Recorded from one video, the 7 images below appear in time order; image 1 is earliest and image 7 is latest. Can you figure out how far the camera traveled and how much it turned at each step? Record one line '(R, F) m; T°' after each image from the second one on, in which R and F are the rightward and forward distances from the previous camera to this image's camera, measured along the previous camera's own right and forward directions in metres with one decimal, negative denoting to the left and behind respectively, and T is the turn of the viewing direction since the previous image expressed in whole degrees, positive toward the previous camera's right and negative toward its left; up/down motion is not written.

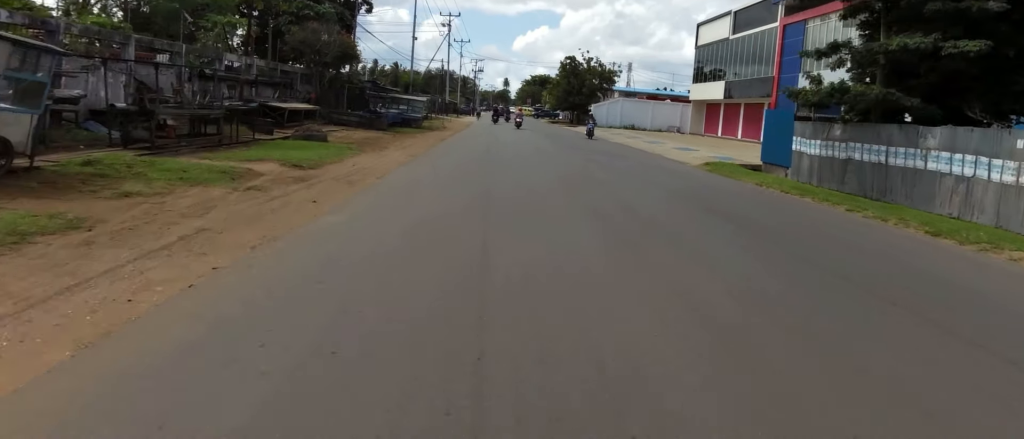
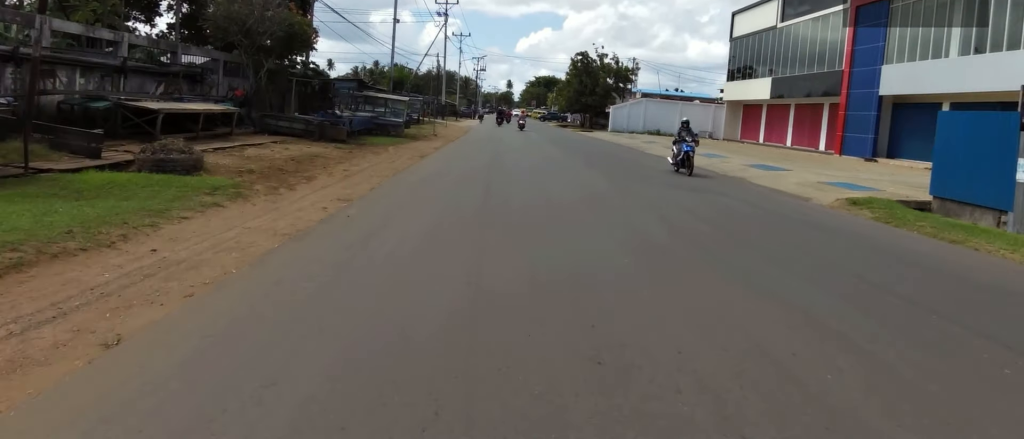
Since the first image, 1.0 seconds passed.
(+0.1, +8.6) m; -2°
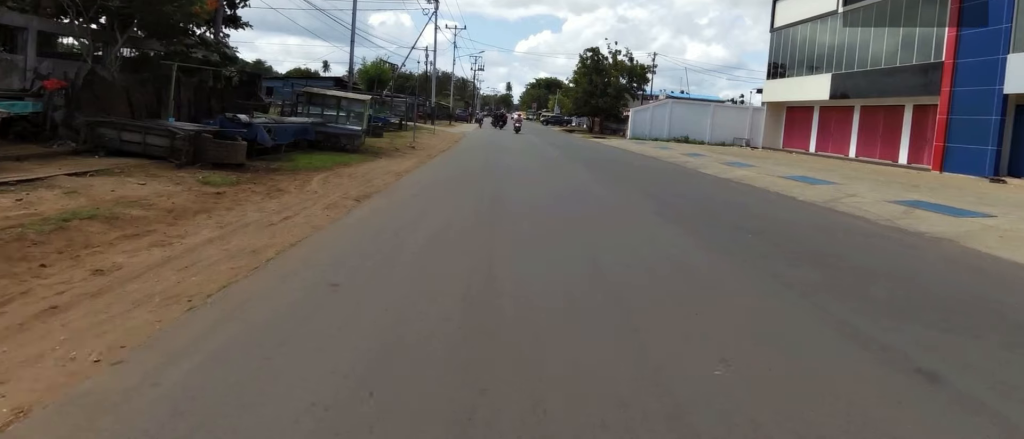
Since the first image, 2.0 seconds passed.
(-0.4, +8.1) m; -1°
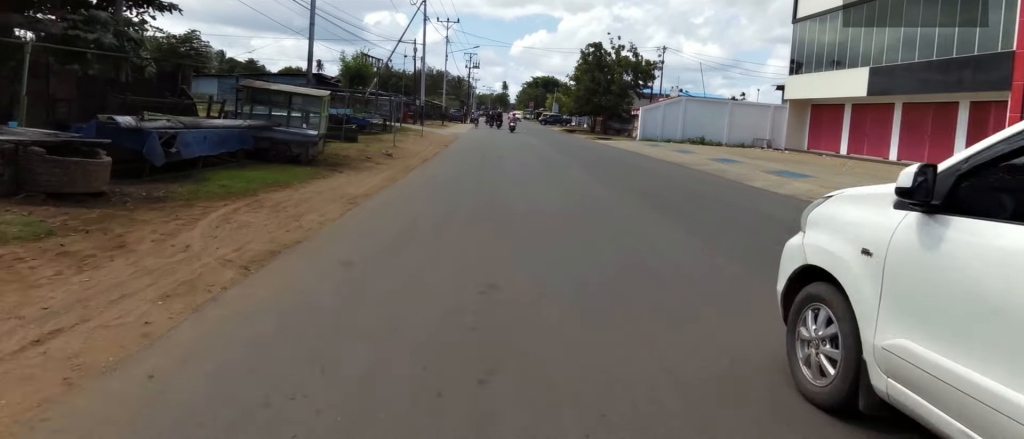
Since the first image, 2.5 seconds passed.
(+0.1, +4.4) m; 0°
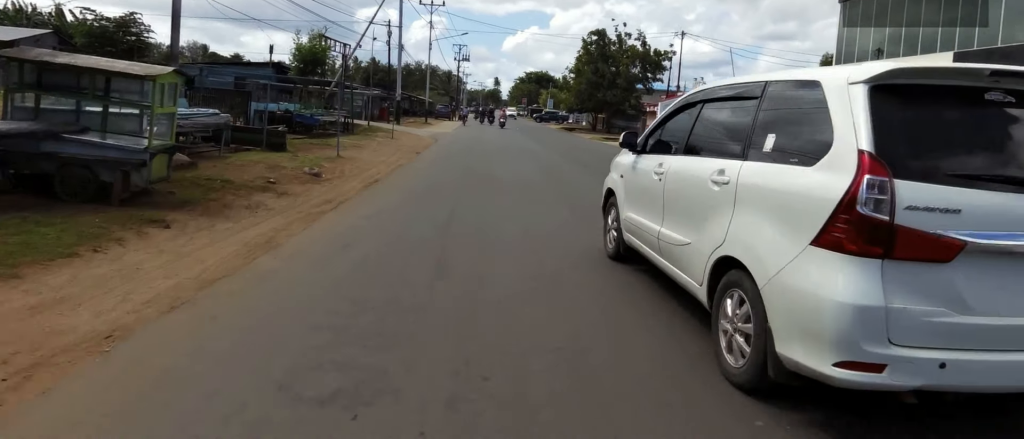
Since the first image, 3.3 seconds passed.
(+0.2, +6.6) m; -1°
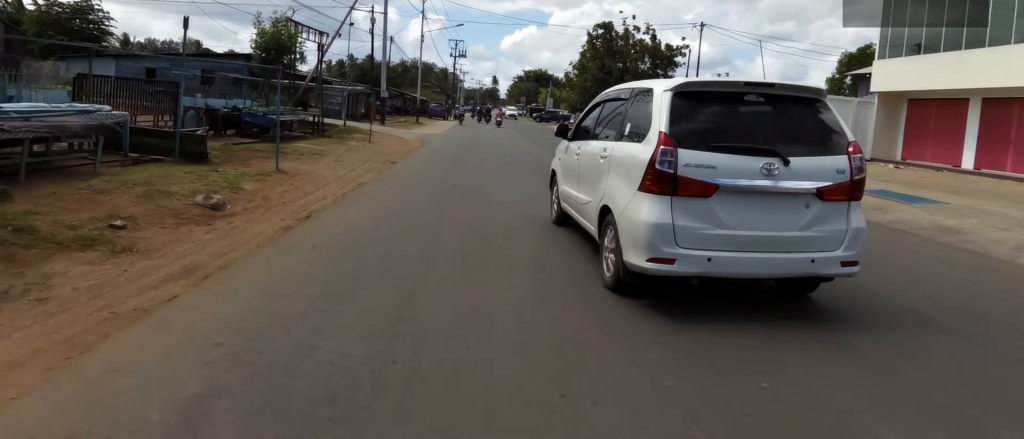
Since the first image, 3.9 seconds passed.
(-0.2, +4.0) m; -2°
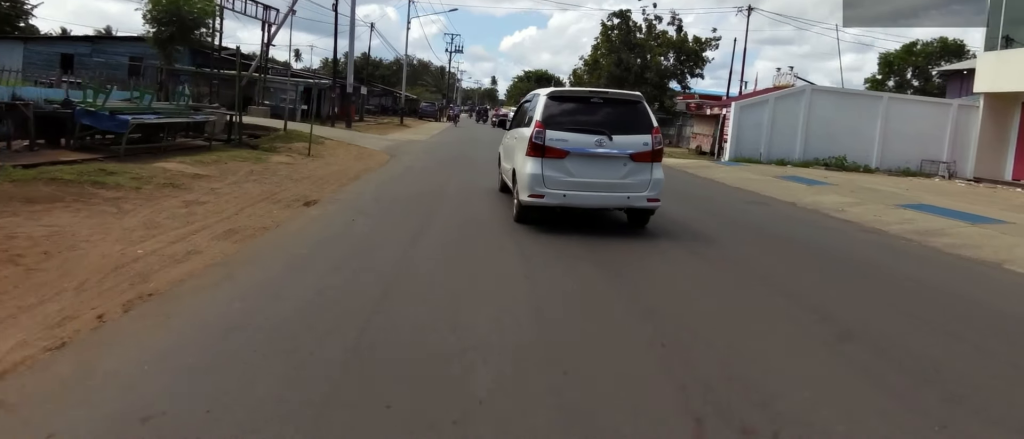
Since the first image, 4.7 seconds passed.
(-0.2, +6.7) m; -1°
